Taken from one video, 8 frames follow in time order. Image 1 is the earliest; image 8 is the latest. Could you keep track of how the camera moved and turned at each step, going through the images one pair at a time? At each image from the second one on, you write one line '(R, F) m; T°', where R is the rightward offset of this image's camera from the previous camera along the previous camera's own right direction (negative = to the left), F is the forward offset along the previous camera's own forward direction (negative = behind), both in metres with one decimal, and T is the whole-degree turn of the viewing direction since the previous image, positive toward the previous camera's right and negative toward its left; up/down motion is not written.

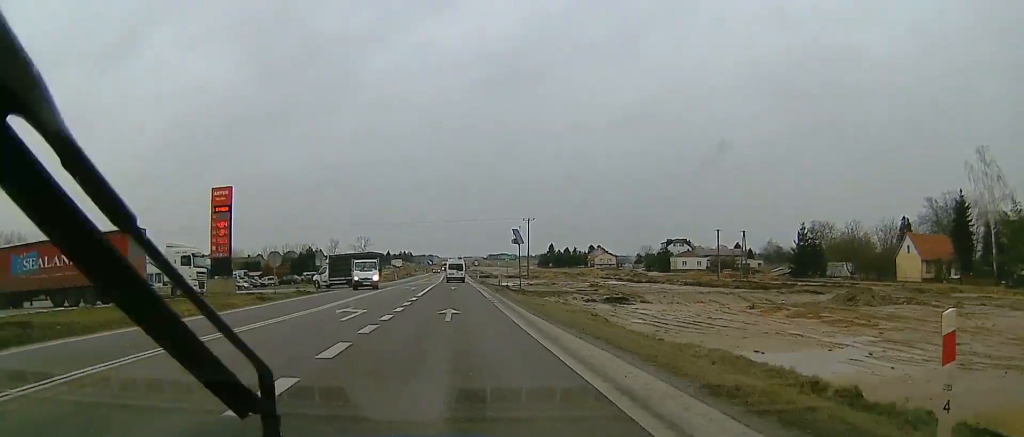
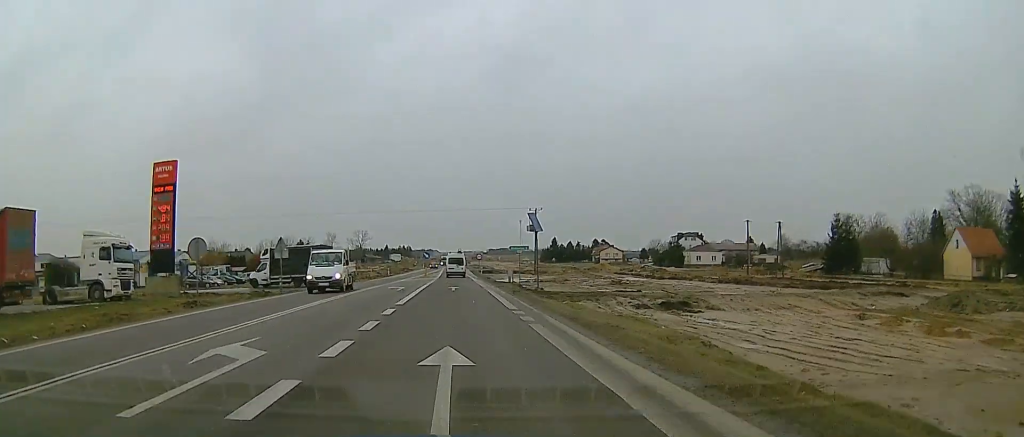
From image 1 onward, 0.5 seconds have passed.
(0.0, +12.2) m; 0°
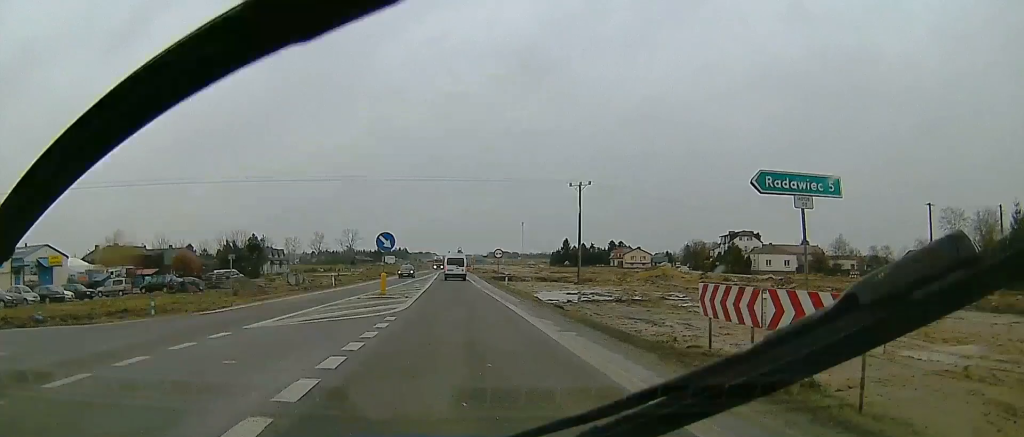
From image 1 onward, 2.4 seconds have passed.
(+0.1, +48.2) m; 0°
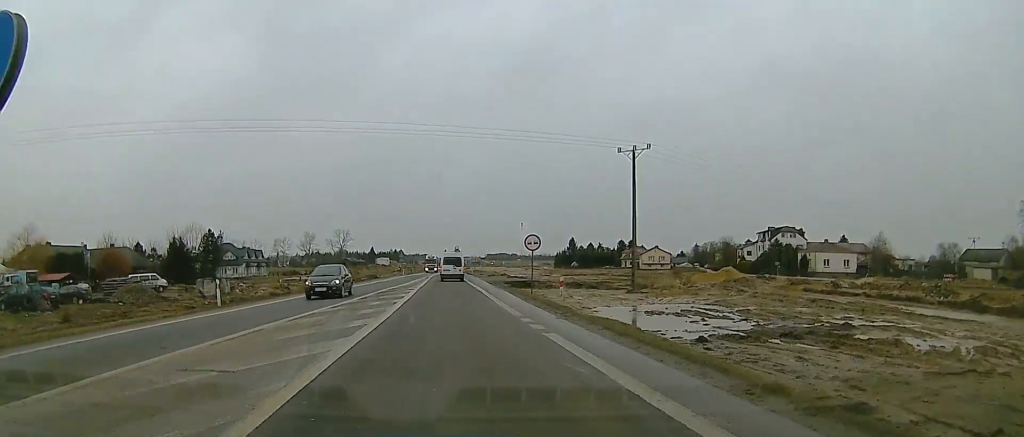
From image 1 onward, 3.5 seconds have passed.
(0.0, +30.1) m; 0°
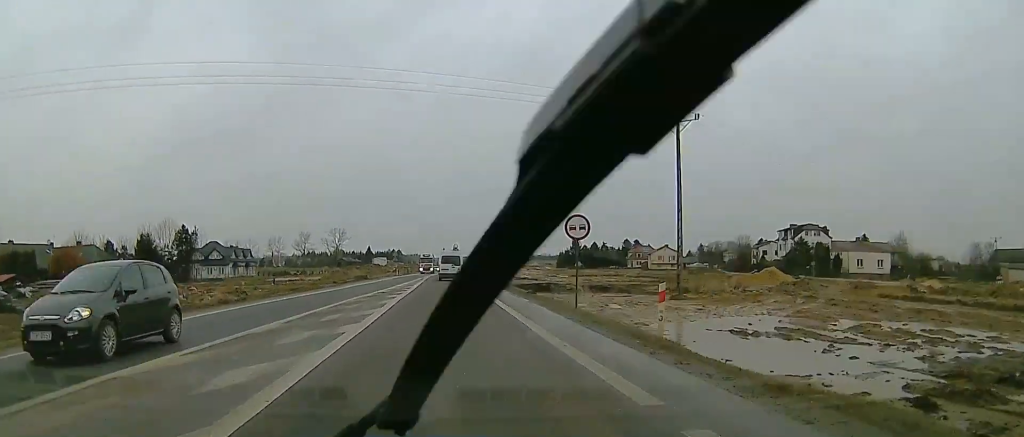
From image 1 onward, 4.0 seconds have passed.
(0.0, +12.5) m; 0°
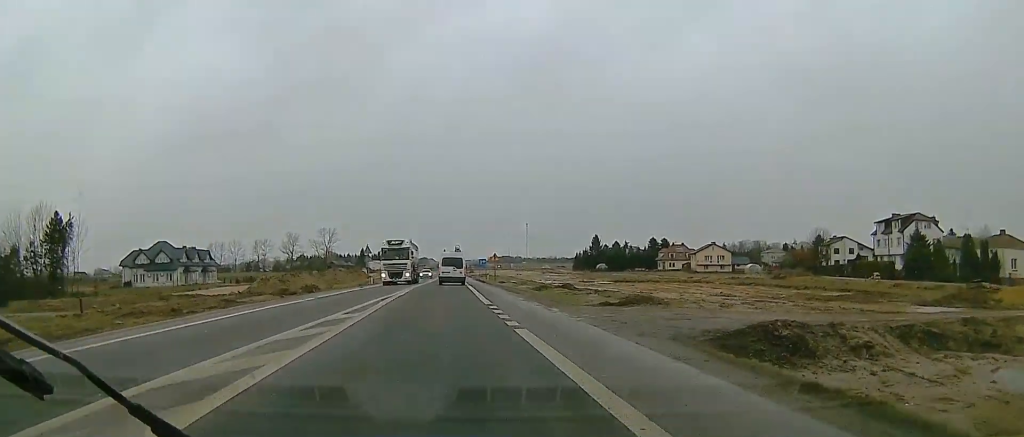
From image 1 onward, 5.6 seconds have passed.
(+0.1, +38.6) m; 0°
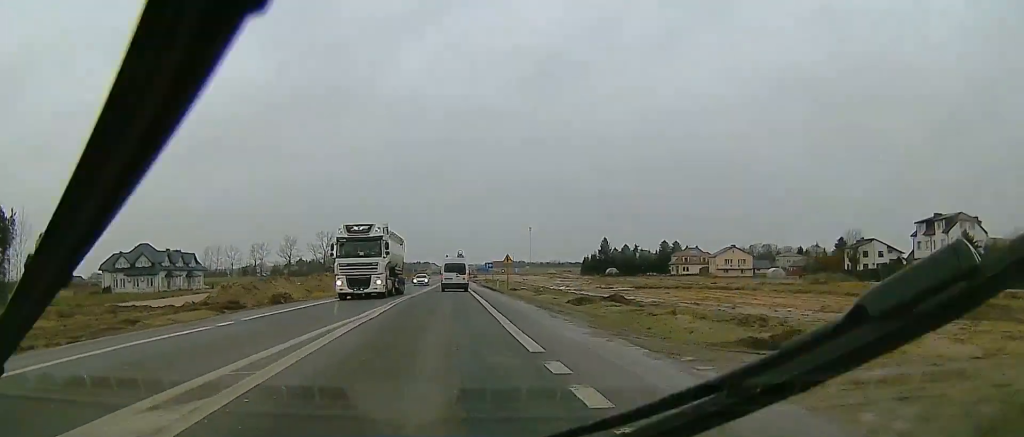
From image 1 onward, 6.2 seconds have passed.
(0.0, +11.0) m; 0°
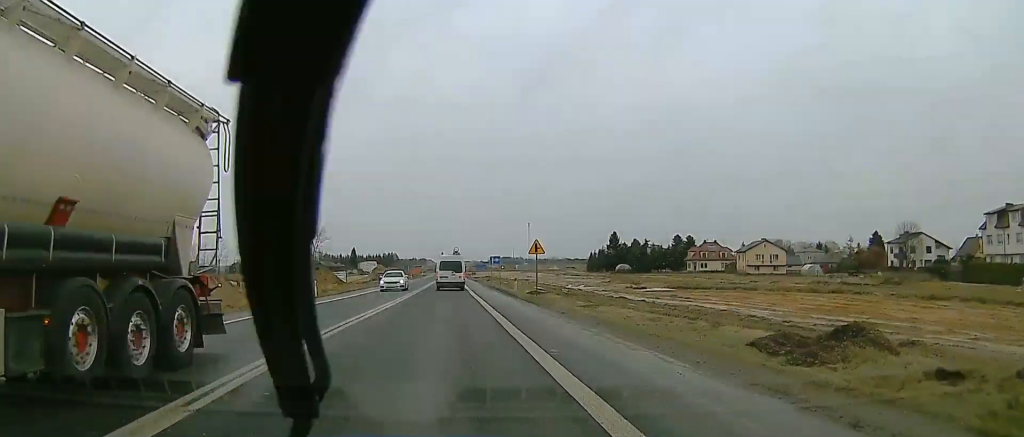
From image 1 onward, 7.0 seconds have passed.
(0.0, +17.2) m; 0°
